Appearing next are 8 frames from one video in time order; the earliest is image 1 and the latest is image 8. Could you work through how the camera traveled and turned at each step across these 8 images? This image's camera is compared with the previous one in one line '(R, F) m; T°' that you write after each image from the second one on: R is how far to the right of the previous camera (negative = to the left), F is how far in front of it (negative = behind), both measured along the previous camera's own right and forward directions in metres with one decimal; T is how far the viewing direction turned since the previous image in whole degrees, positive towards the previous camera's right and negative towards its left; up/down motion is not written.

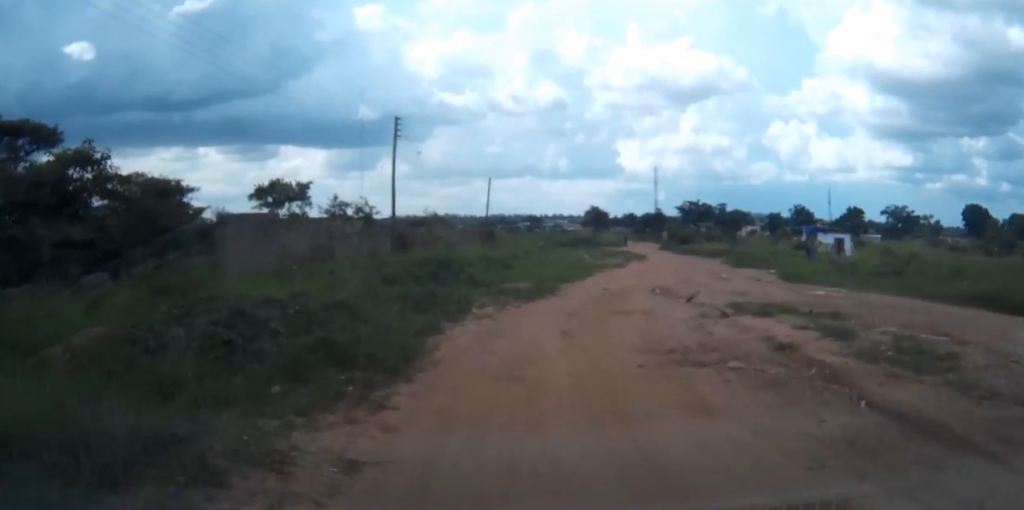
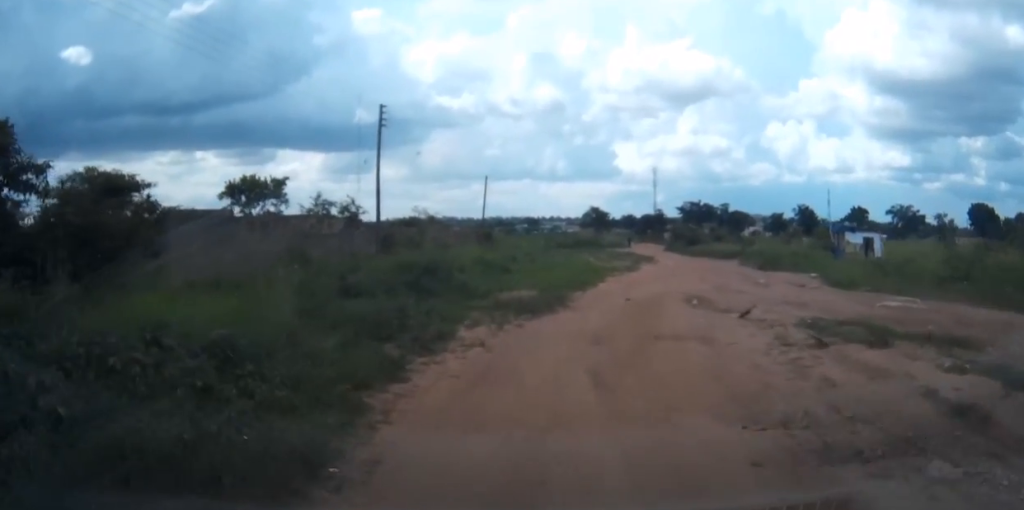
(0.0, +4.4) m; +1°
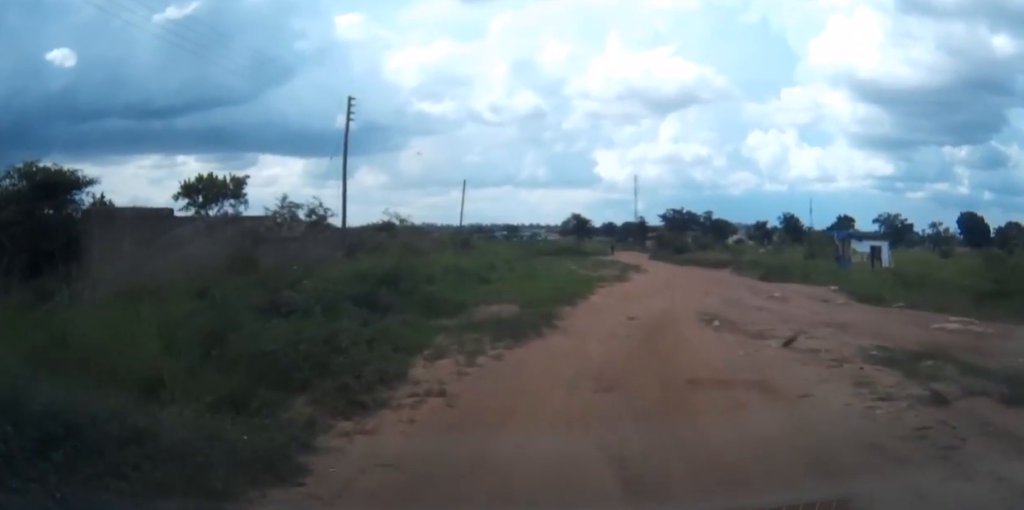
(0.0, +3.5) m; +1°
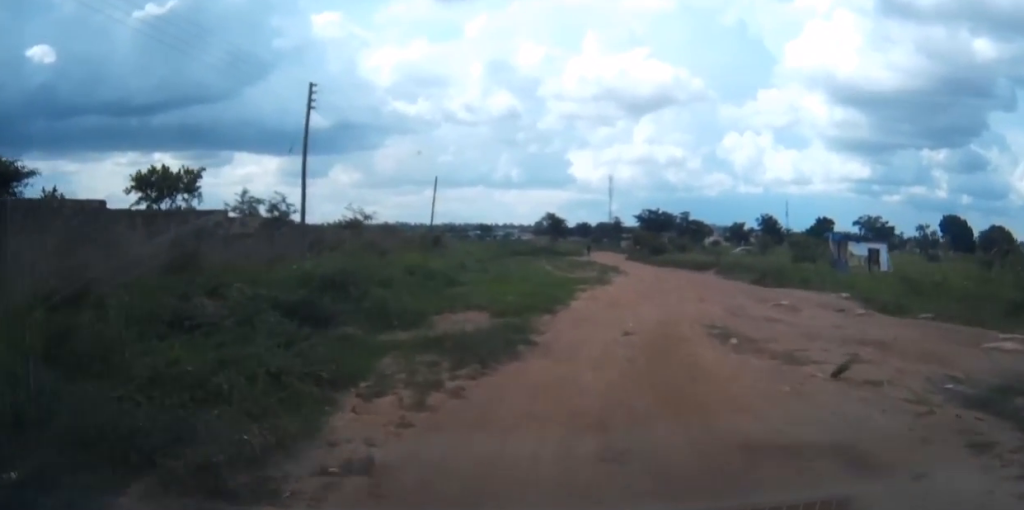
(0.0, +2.9) m; +2°
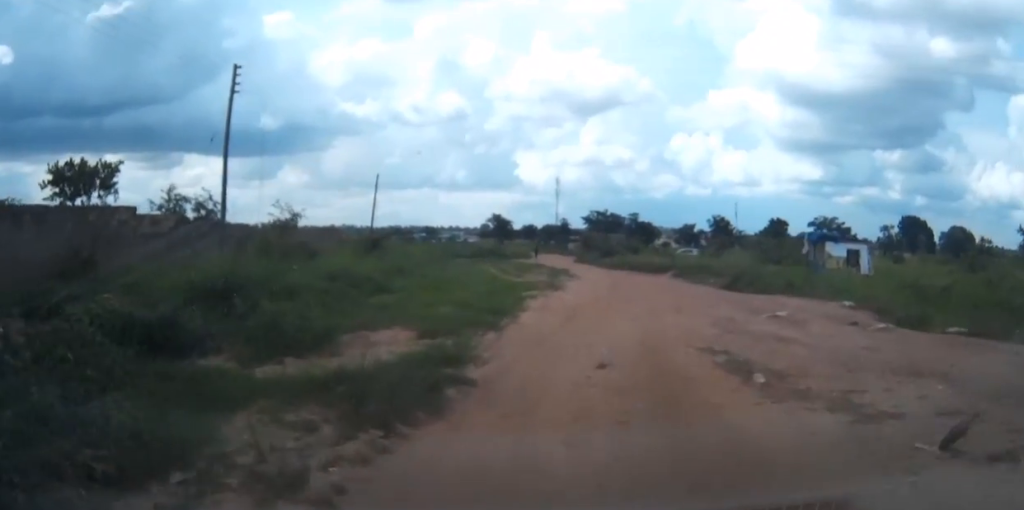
(+0.1, +3.5) m; +3°
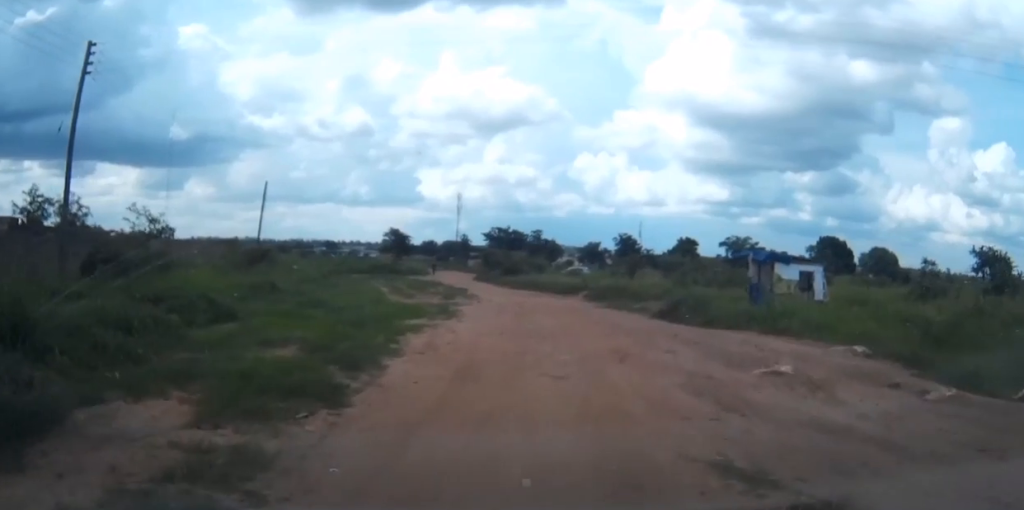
(+0.2, +5.3) m; +6°
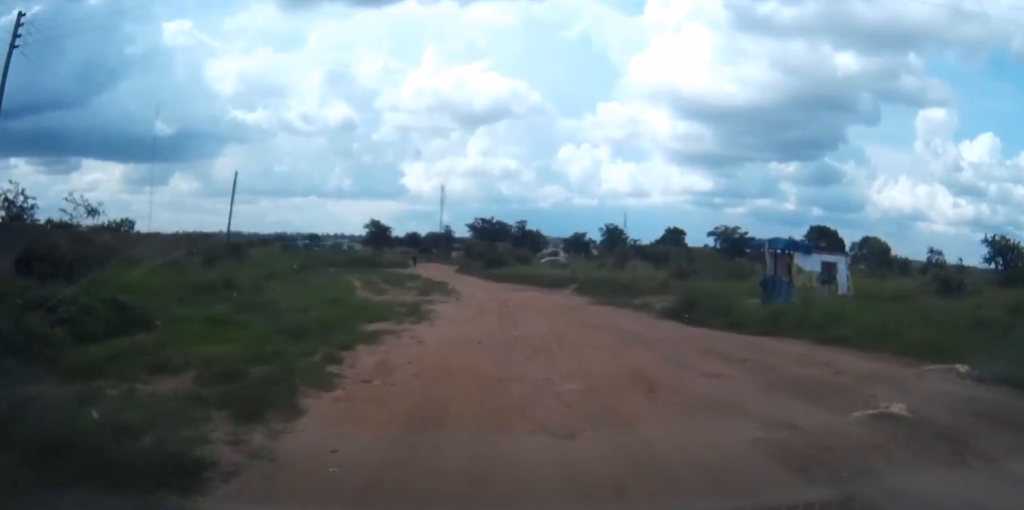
(+0.2, +3.6) m; +2°
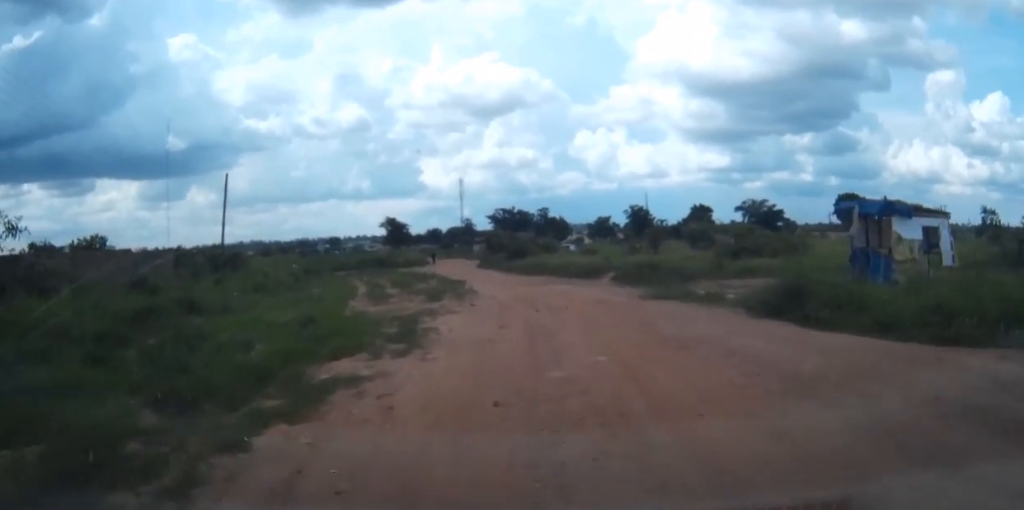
(+0.1, +5.7) m; 0°
